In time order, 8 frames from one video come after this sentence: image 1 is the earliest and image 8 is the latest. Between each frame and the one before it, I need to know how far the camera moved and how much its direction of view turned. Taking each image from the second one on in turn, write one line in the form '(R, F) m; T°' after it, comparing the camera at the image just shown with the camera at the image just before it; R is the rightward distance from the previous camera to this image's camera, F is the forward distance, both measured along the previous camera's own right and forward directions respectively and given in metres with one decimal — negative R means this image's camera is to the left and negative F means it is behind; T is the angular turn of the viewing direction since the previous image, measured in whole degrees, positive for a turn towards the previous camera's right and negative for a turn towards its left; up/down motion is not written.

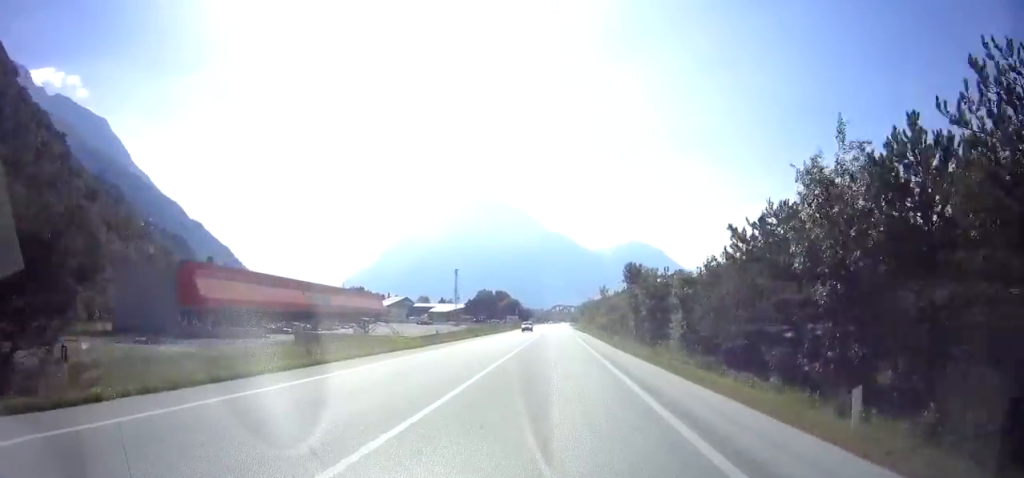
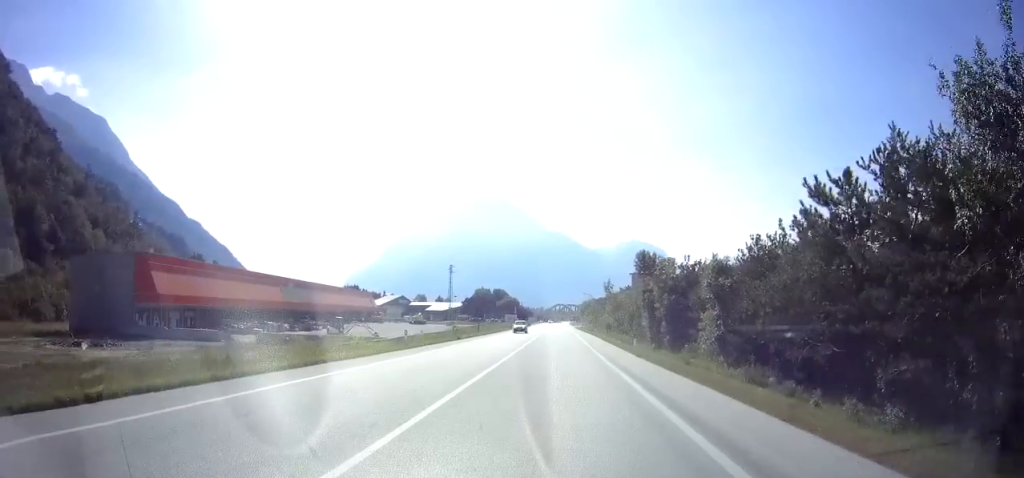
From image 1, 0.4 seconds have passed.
(0.0, +7.8) m; 0°
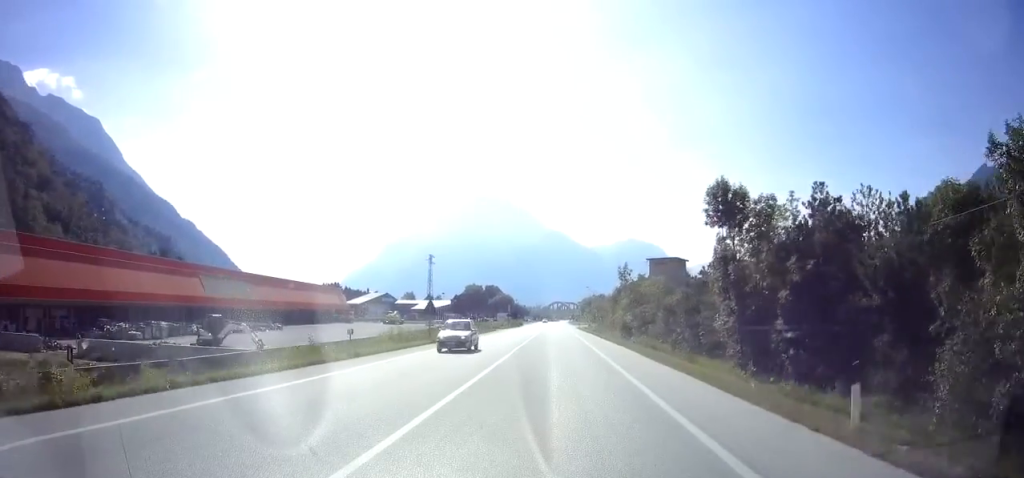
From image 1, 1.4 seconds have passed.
(0.0, +20.0) m; 0°
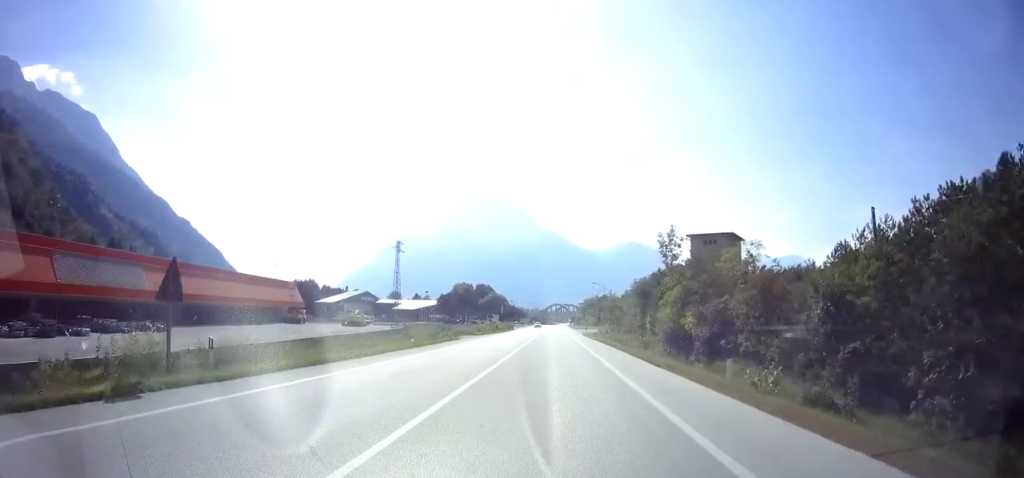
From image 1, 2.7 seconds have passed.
(-0.1, +23.6) m; 0°
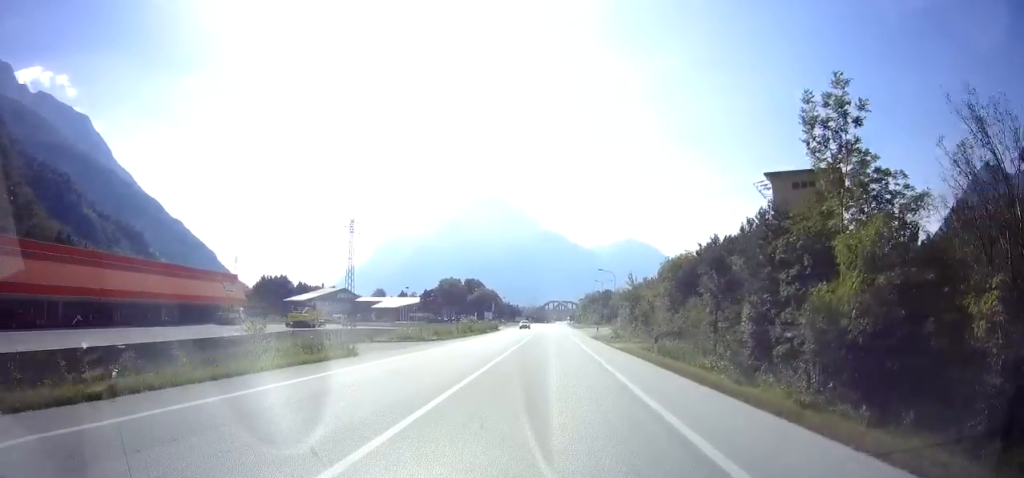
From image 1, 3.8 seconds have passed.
(+0.2, +21.6) m; 0°
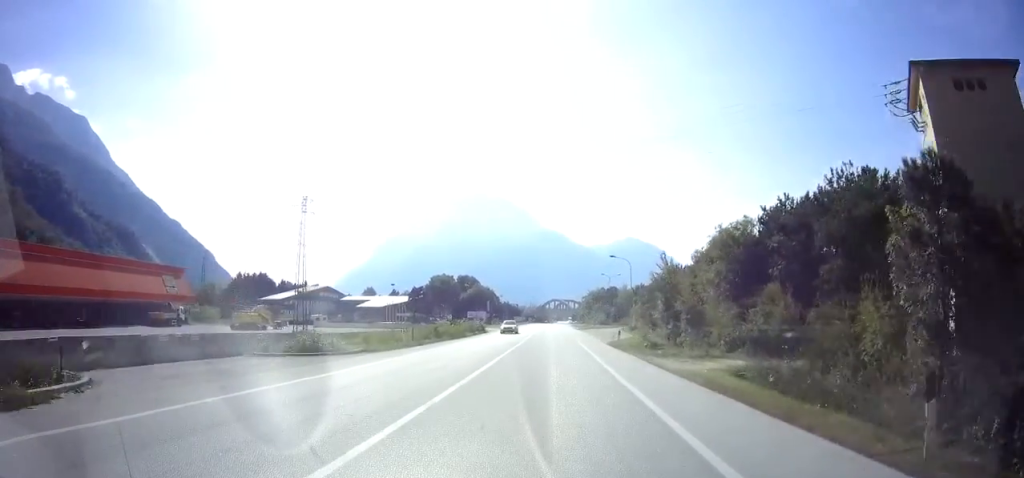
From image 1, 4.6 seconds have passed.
(0.0, +15.2) m; 0°
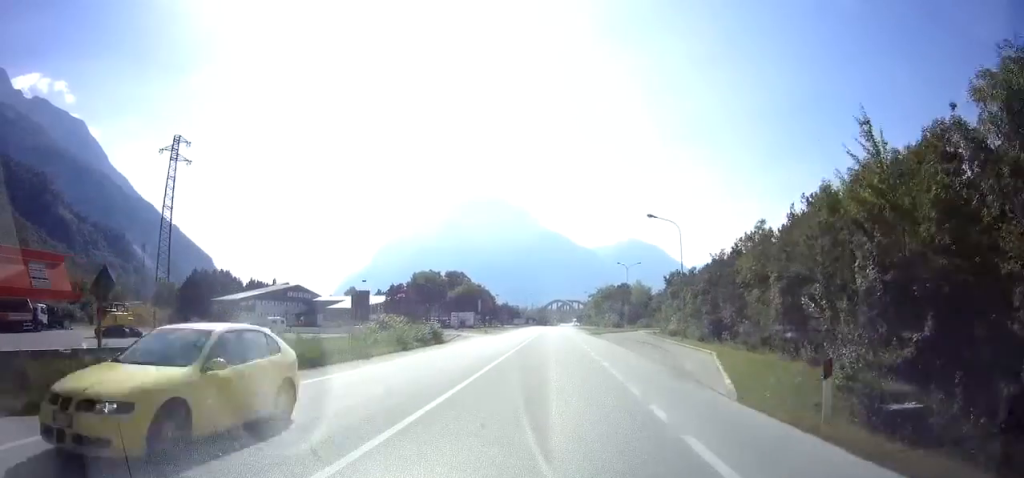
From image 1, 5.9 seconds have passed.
(-0.1, +23.8) m; -1°
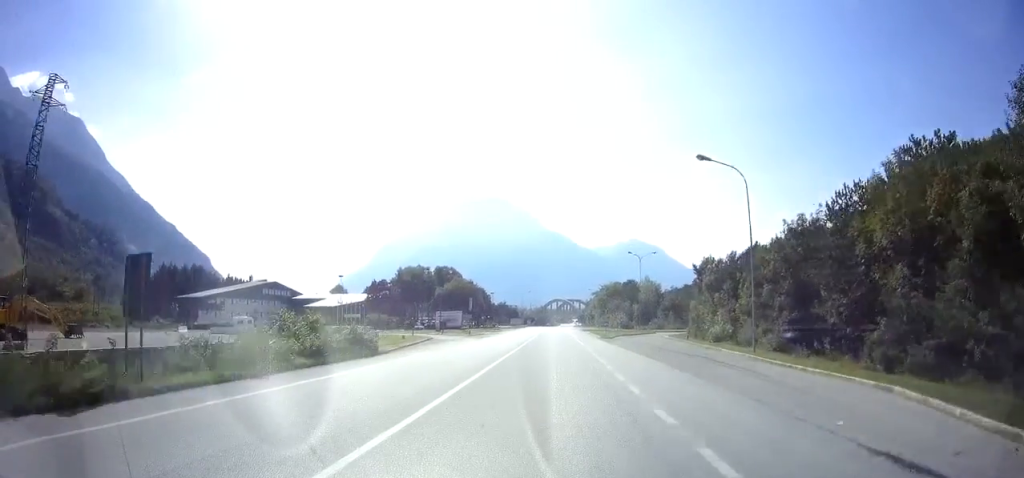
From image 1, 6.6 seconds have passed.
(-0.1, +13.6) m; 0°
